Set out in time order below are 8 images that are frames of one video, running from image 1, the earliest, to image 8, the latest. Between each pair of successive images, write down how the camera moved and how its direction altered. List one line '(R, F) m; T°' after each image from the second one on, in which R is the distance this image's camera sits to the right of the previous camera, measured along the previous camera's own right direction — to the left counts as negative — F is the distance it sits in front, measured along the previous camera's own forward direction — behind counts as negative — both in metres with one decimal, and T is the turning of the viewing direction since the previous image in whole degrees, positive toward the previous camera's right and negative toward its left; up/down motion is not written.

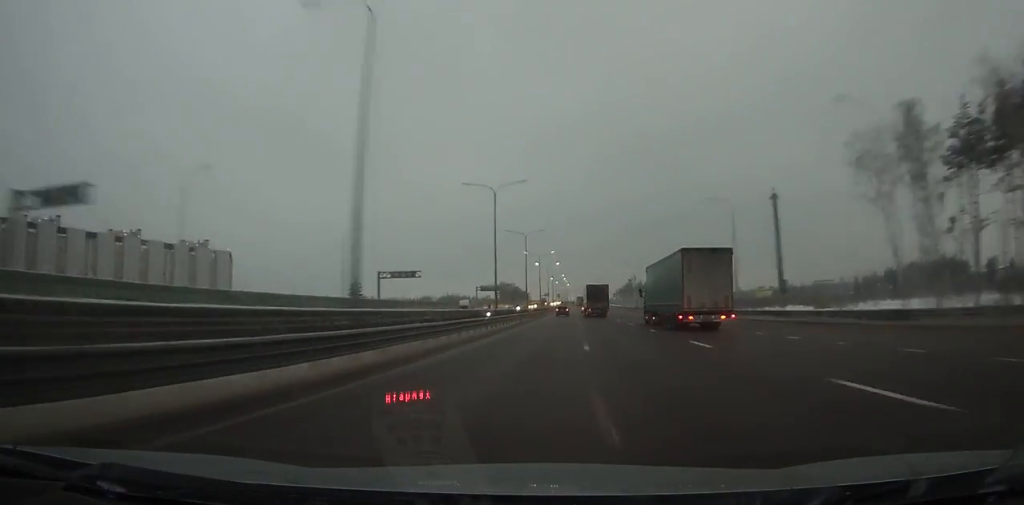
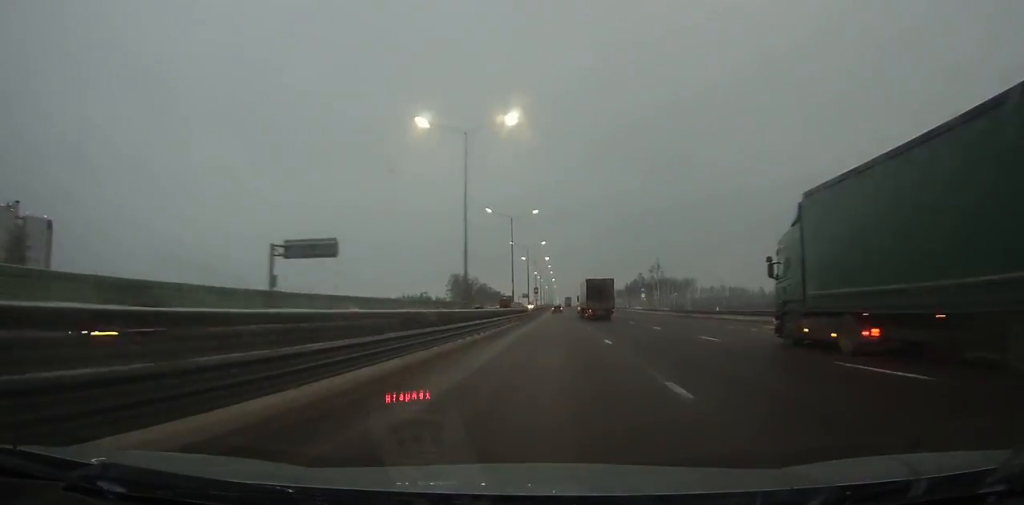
(+0.8, +105.3) m; +1°
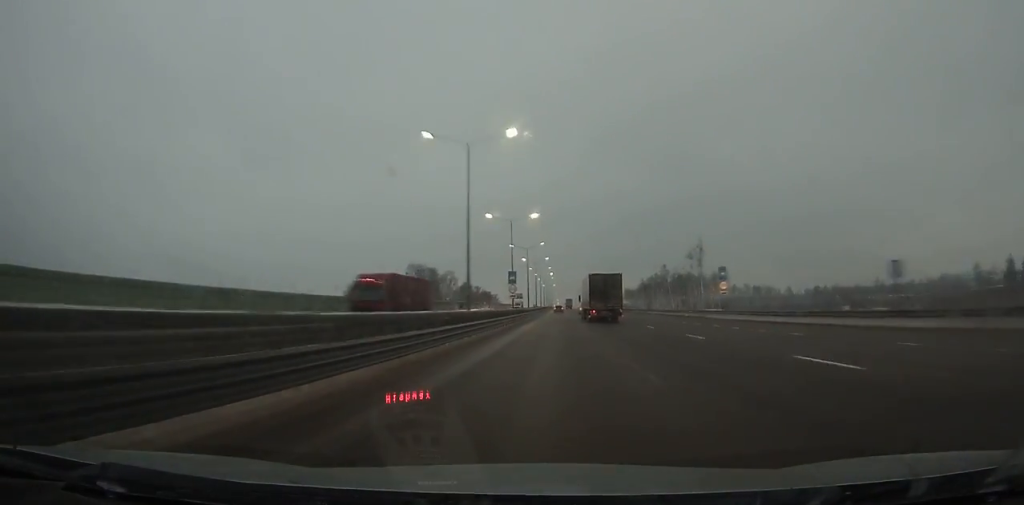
(+0.4, +57.8) m; 0°
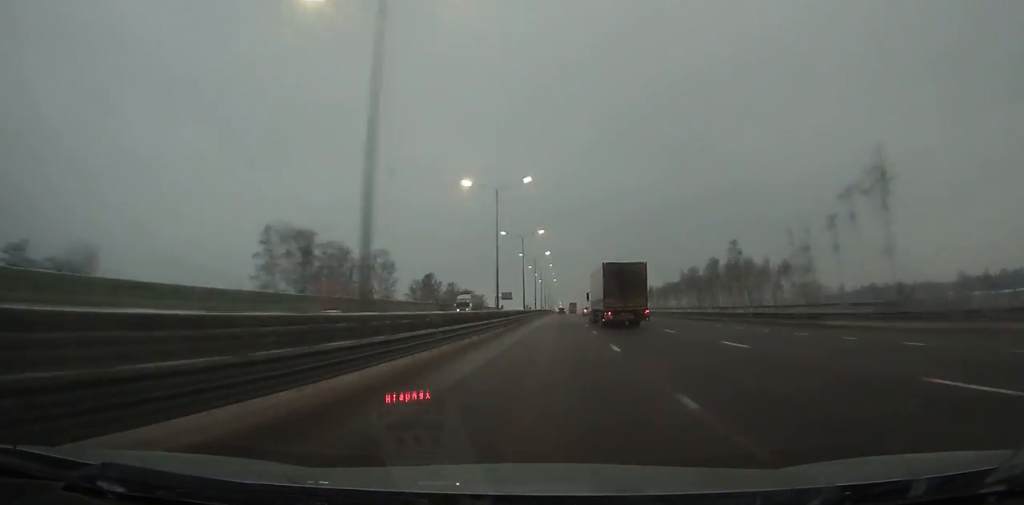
(-0.1, +77.1) m; 0°
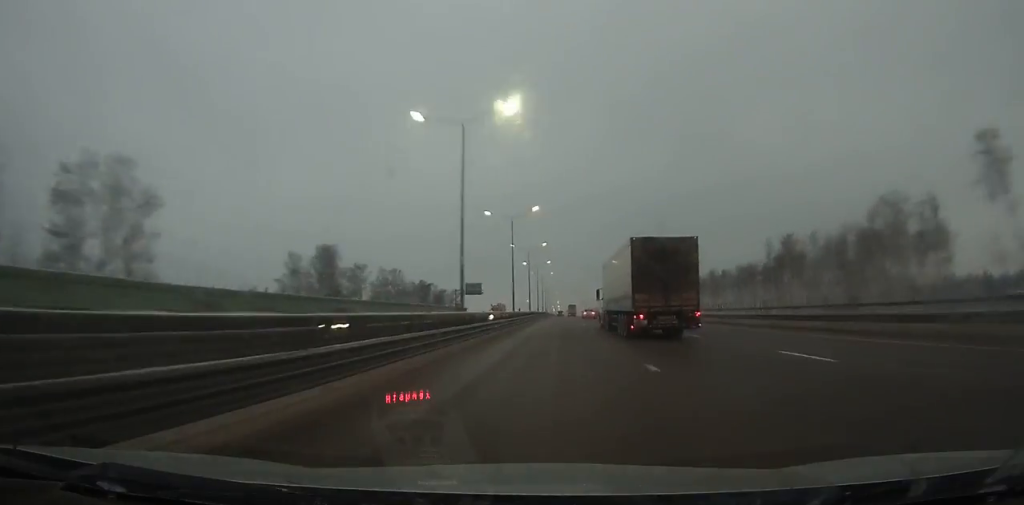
(-0.1, +77.2) m; 0°
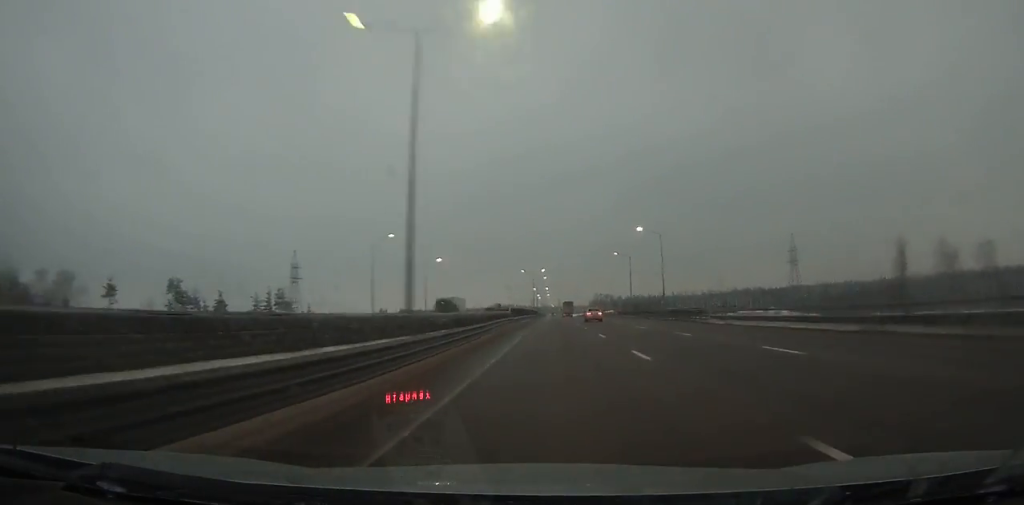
(+1.2, +249.4) m; +1°
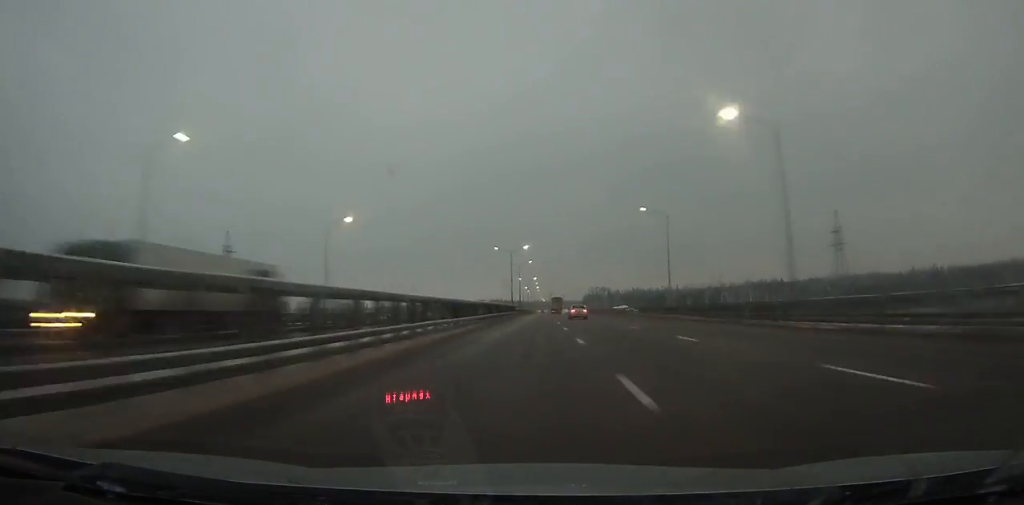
(+0.3, +40.7) m; 0°
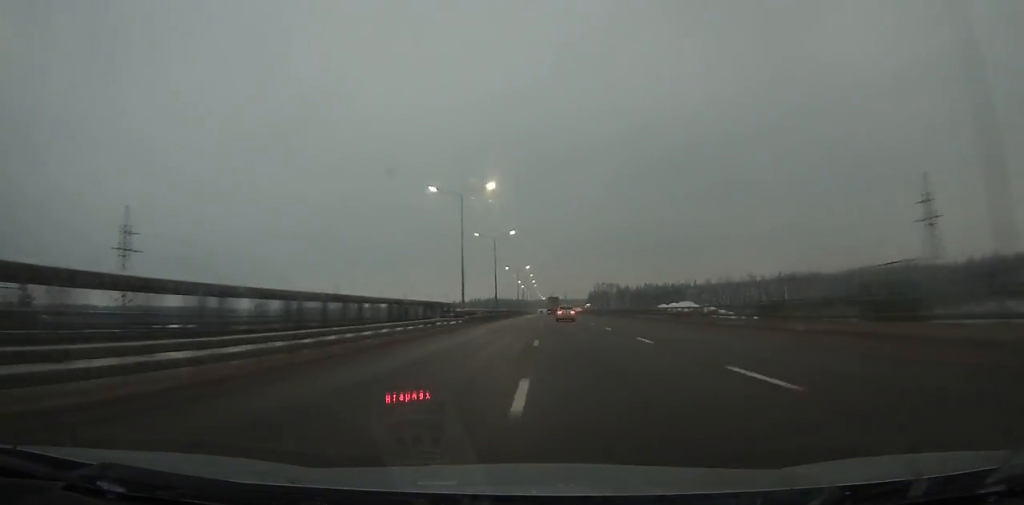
(+0.3, +47.1) m; 0°
